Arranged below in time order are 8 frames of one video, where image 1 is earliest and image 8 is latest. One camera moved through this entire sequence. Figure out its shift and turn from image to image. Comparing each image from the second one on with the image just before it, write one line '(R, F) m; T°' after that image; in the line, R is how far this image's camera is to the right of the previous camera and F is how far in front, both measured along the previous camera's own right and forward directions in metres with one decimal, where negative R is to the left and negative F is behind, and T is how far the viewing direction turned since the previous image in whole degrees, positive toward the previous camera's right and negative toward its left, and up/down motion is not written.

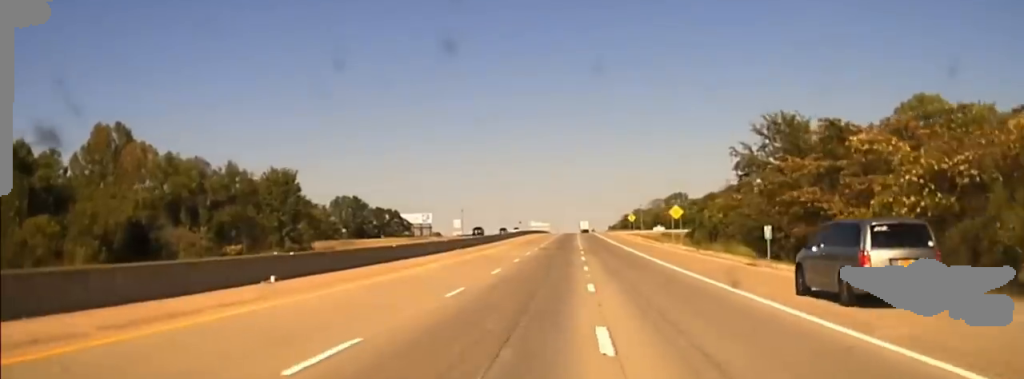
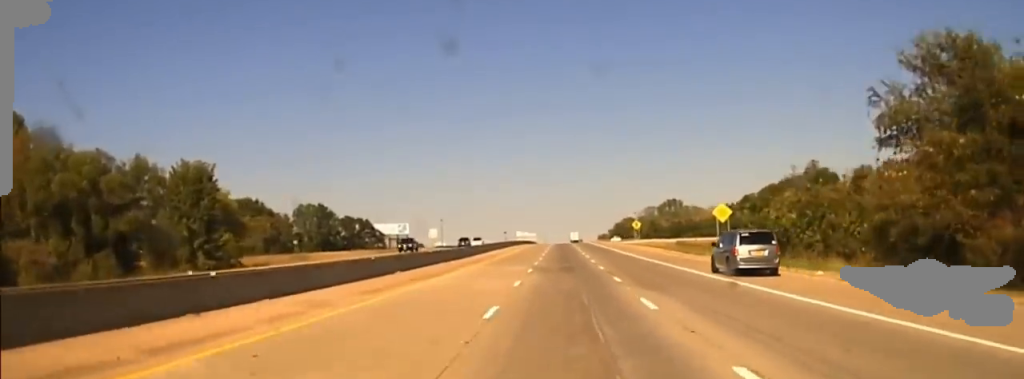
(+0.1, +29.4) m; +2°
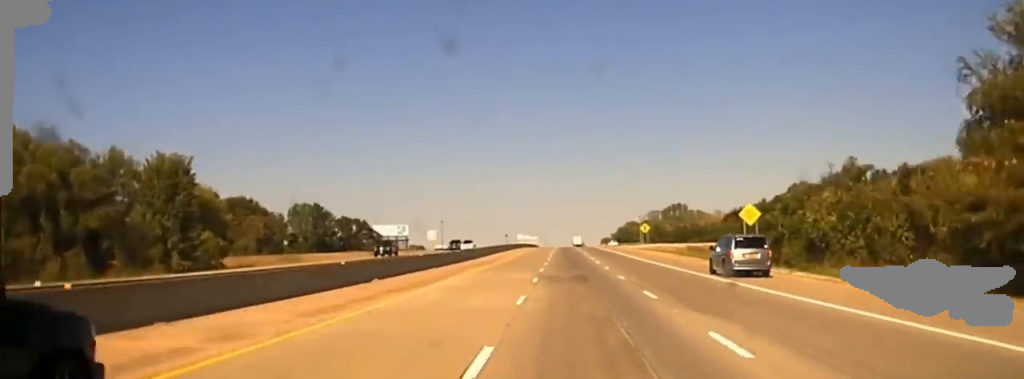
(0.0, +8.1) m; +1°
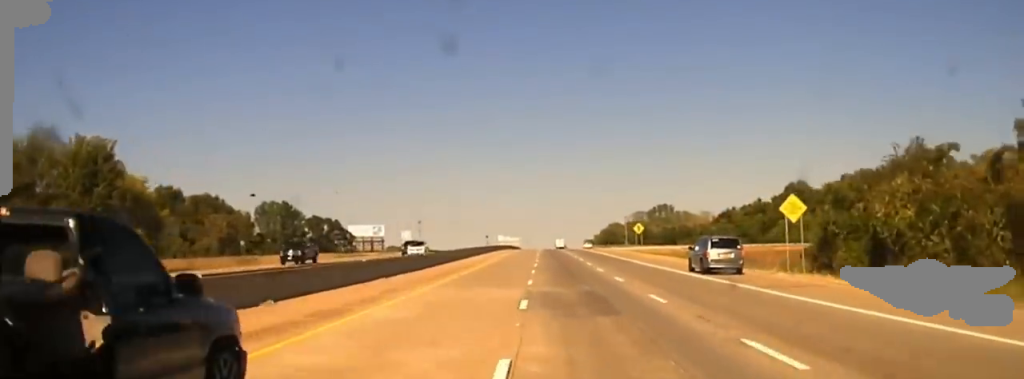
(+0.3, +12.8) m; +1°
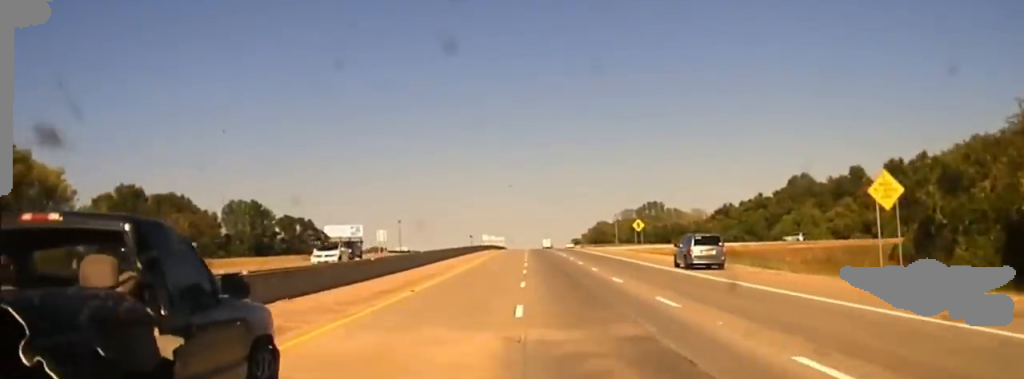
(0.0, +15.5) m; 0°
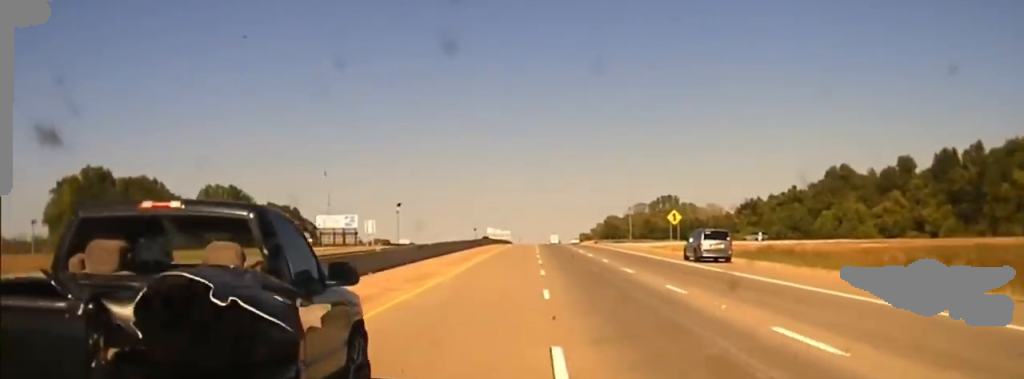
(0.0, +22.3) m; 0°
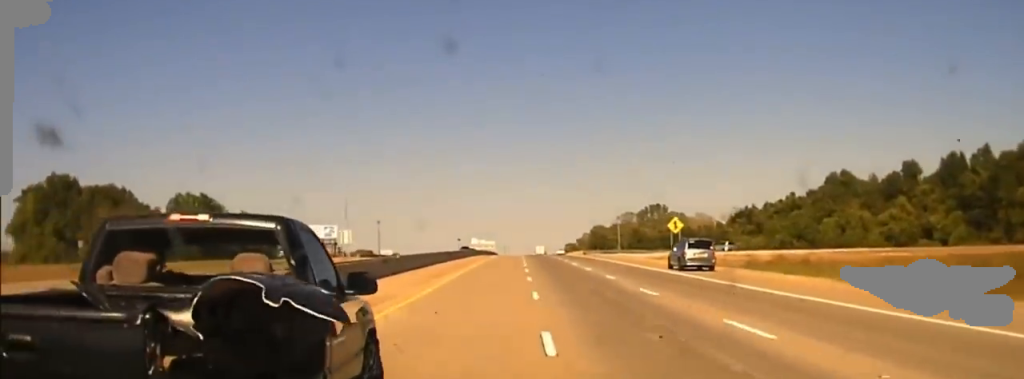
(0.0, +10.1) m; 0°
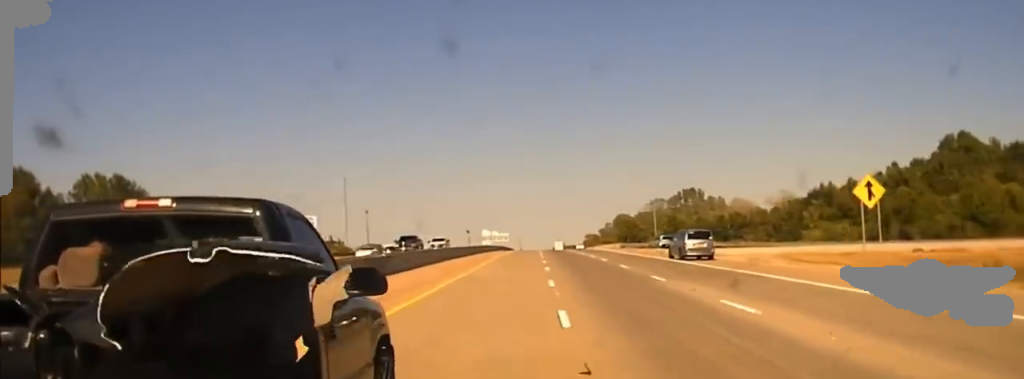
(+0.5, +47.5) m; +1°
